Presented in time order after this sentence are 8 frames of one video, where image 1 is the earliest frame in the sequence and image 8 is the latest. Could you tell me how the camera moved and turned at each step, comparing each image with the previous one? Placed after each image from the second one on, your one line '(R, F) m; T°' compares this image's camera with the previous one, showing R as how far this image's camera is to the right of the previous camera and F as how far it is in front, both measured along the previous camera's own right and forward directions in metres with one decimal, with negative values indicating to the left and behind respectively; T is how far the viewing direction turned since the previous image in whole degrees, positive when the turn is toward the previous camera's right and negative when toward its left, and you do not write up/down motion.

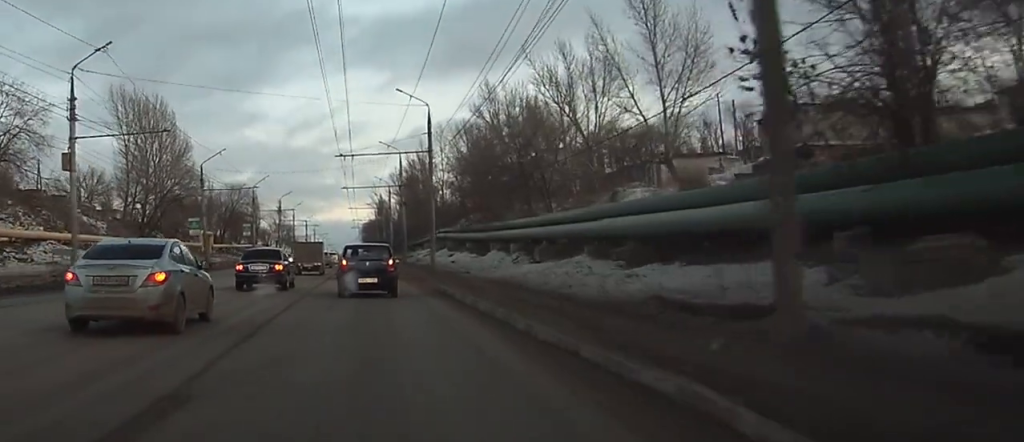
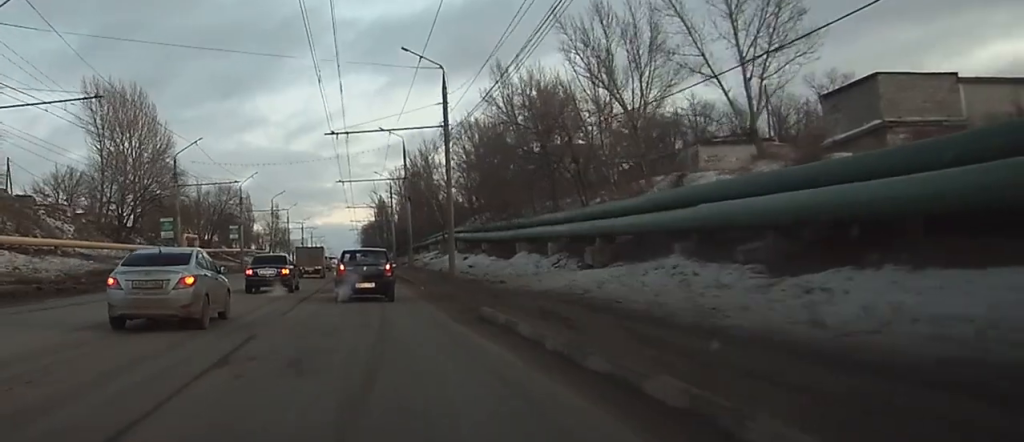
(0.0, +10.3) m; 0°
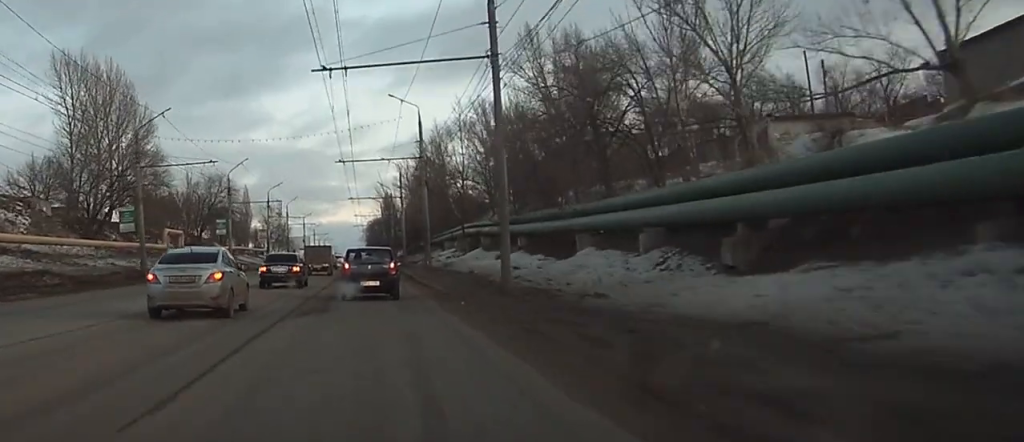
(0.0, +12.7) m; 0°
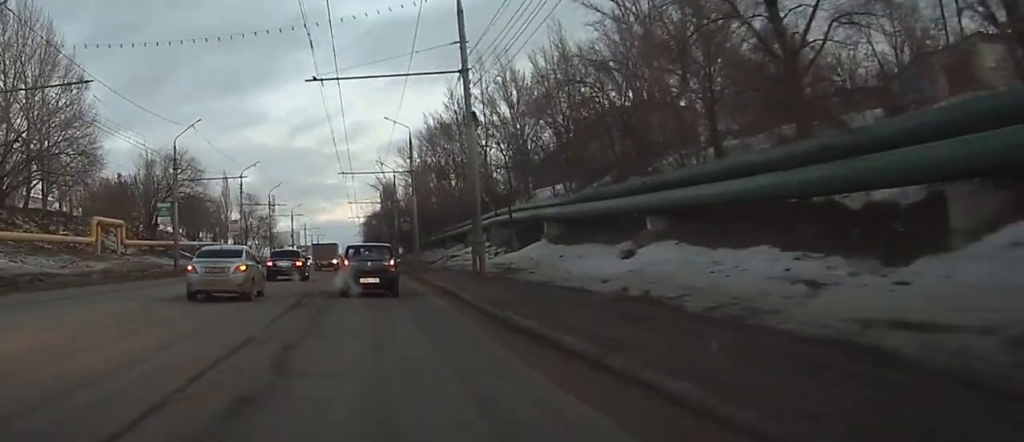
(+0.1, +23.8) m; 0°
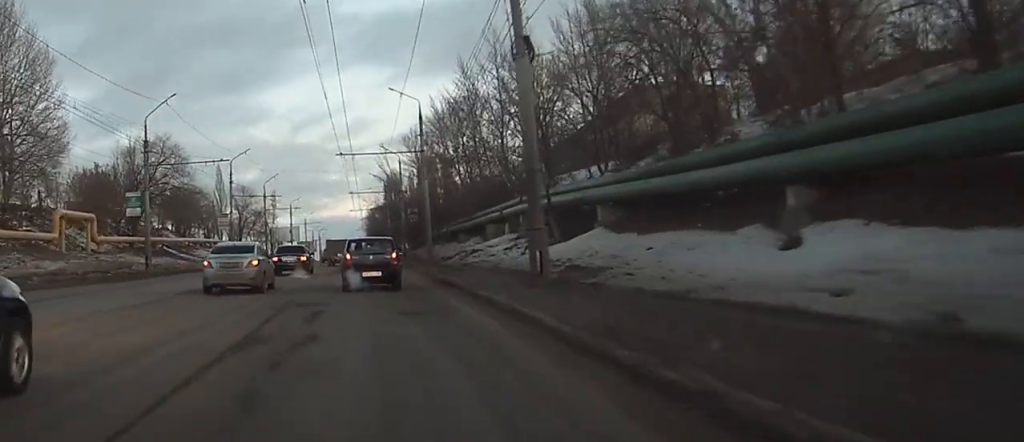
(-0.1, +9.3) m; +1°
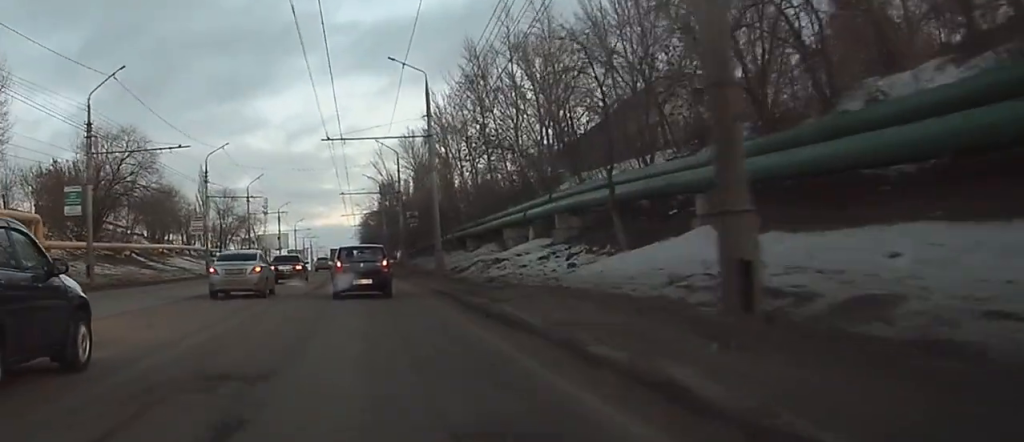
(+0.2, +10.9) m; +3°
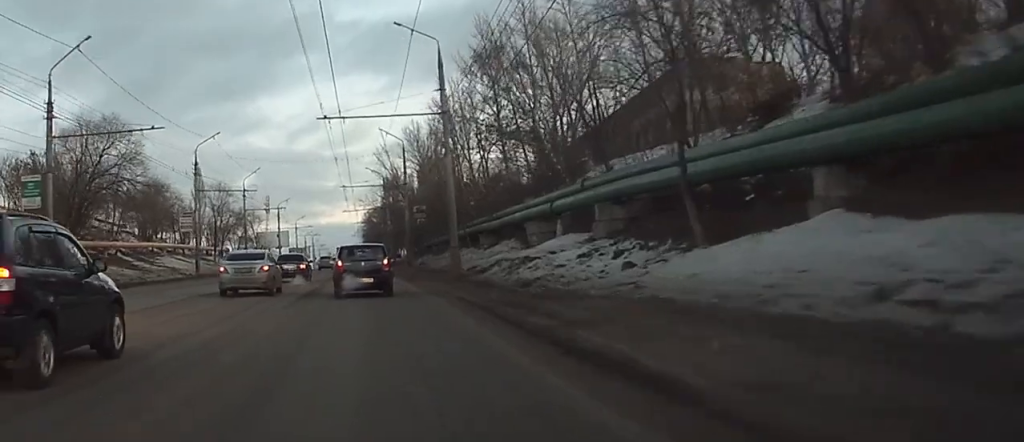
(+0.2, +6.4) m; 0°
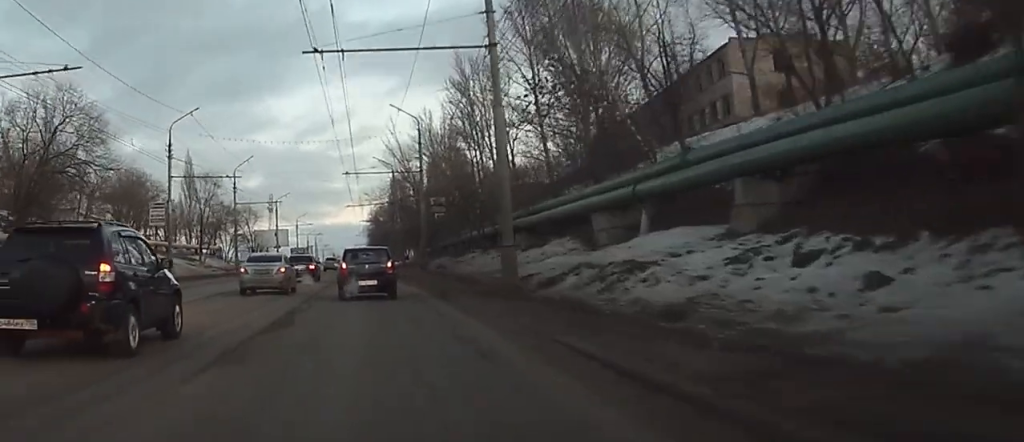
(0.0, +12.4) m; -2°
